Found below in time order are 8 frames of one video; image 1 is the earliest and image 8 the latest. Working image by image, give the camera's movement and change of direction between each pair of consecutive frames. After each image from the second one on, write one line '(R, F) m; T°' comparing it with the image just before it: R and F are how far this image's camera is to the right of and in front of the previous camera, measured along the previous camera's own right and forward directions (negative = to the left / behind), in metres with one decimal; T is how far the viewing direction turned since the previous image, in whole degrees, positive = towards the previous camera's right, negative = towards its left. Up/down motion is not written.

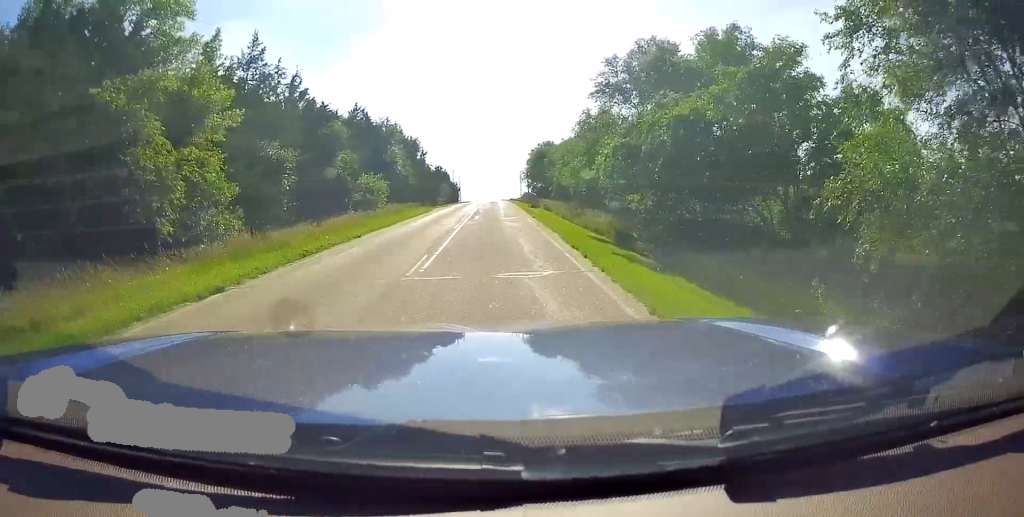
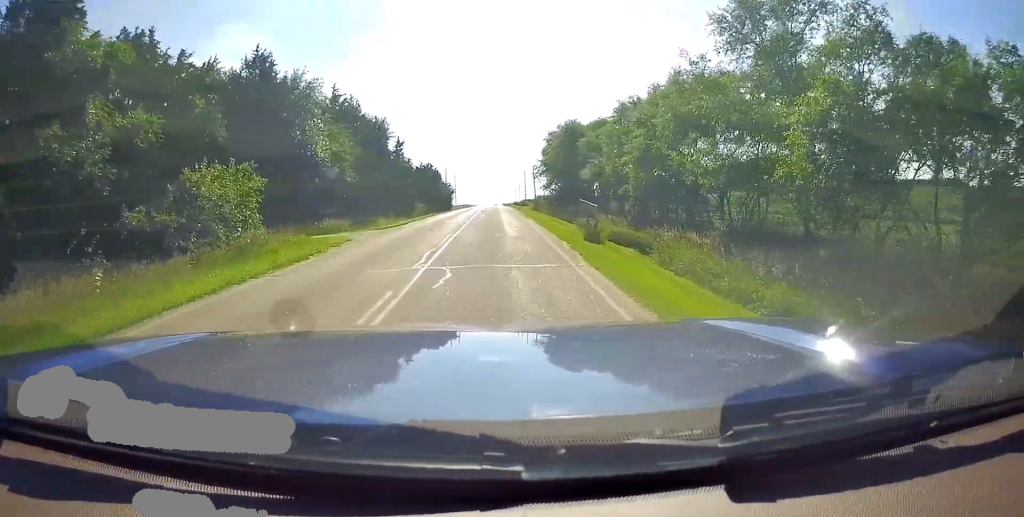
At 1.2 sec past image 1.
(+0.7, +28.5) m; +2°
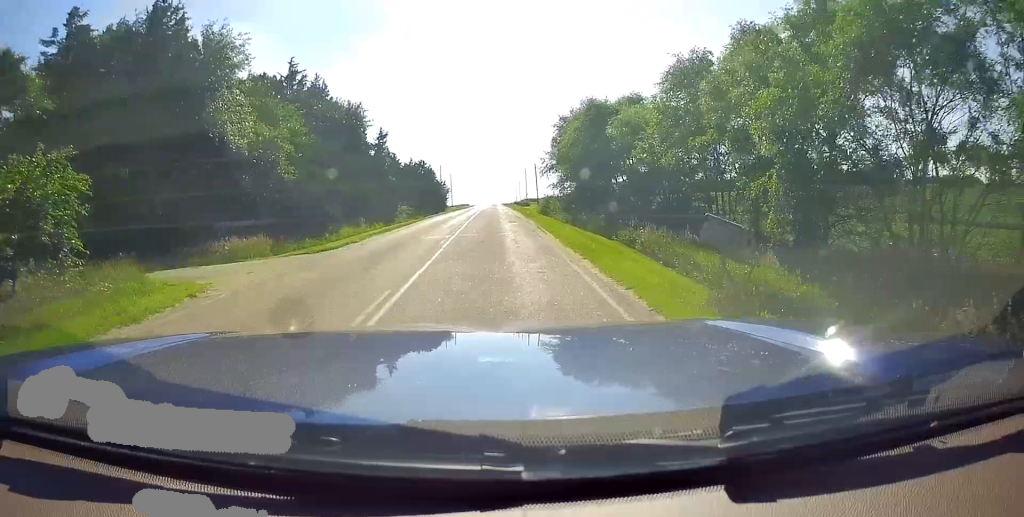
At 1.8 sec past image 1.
(-0.1, +11.9) m; +1°
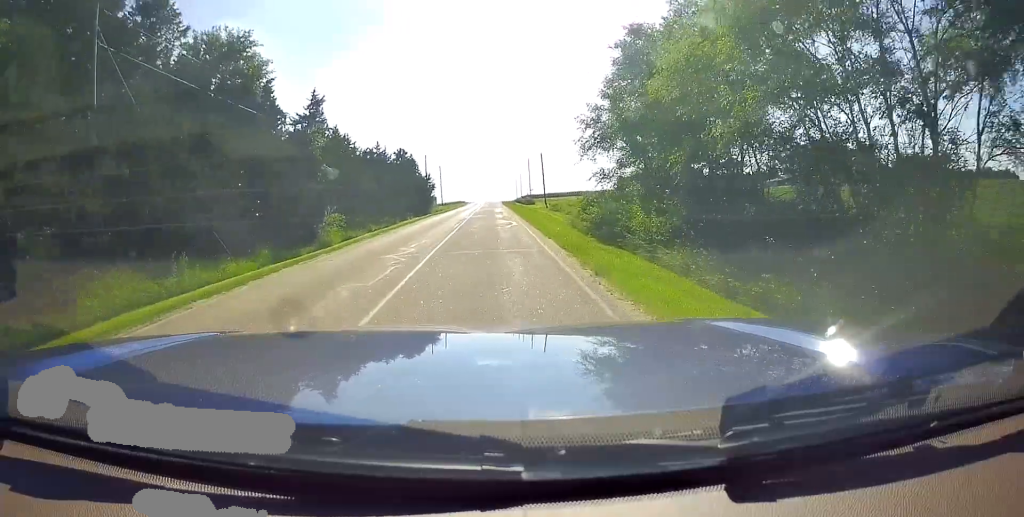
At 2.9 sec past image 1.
(+0.5, +26.4) m; 0°
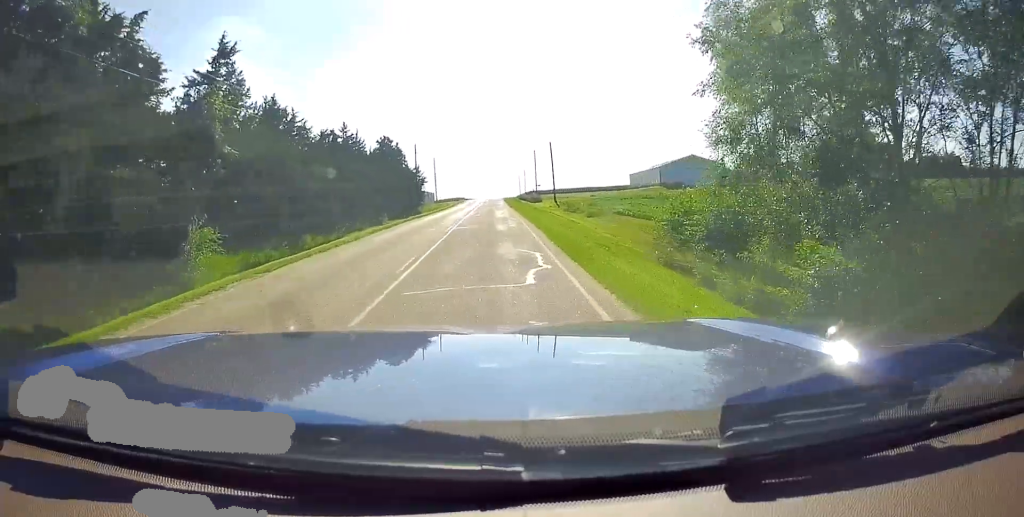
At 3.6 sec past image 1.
(-0.4, +17.0) m; -2°
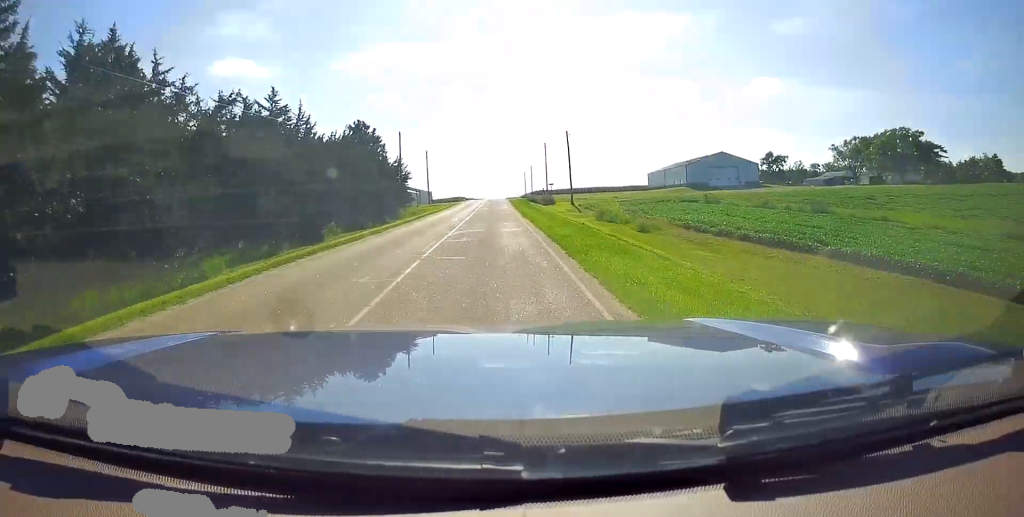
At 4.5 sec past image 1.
(-0.4, +19.2) m; -1°
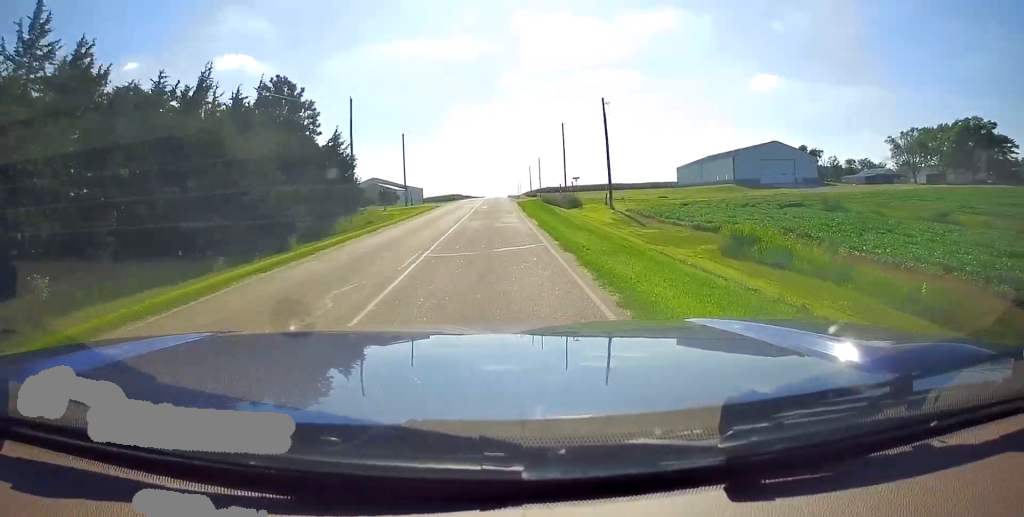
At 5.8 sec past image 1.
(+0.2, +27.5) m; +1°
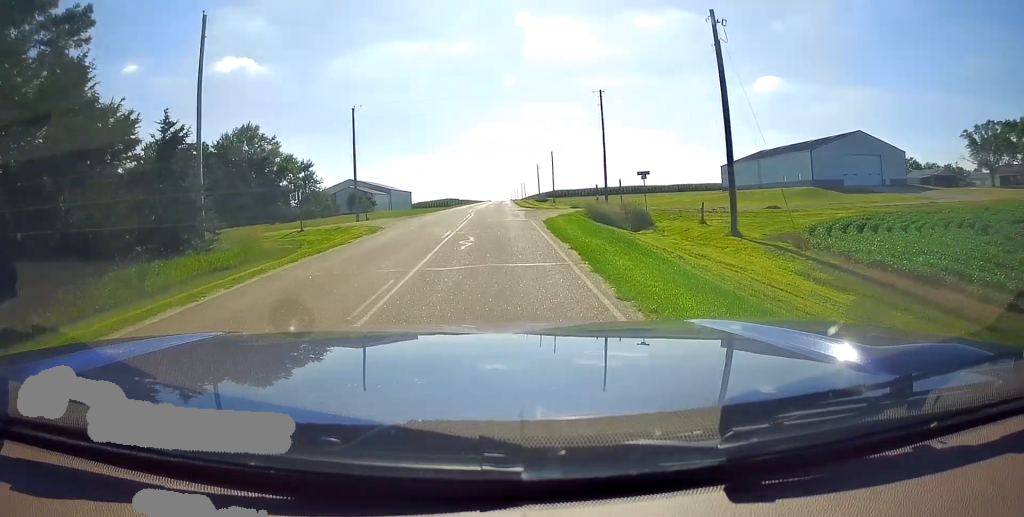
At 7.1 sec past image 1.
(+0.1, +28.4) m; 0°
